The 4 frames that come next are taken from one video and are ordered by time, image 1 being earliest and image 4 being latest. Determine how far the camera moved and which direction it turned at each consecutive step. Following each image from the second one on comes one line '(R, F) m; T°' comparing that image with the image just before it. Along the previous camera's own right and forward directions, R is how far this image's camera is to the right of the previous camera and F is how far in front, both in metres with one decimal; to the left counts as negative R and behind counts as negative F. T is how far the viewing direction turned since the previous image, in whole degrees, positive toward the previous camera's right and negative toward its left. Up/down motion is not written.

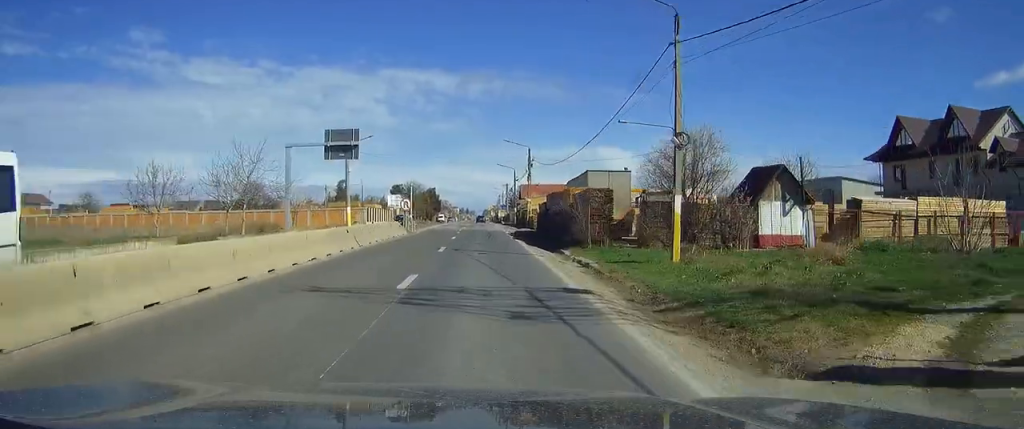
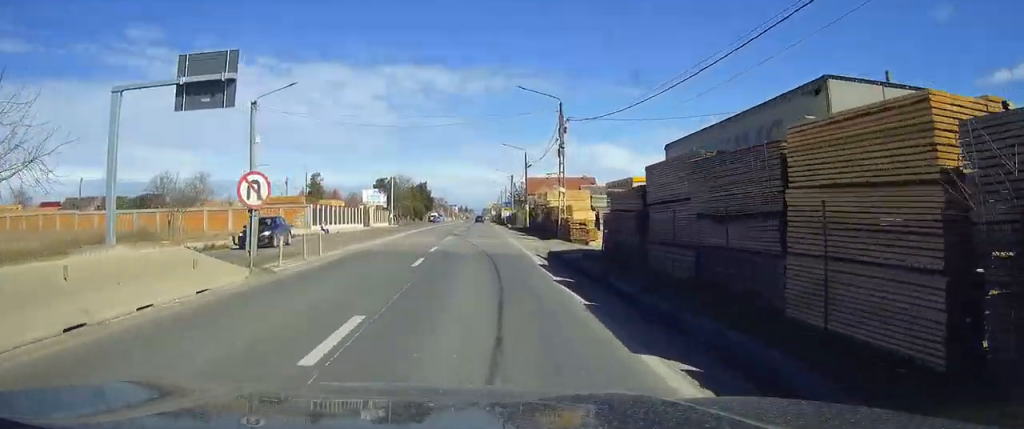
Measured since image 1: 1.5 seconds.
(+0.1, +30.3) m; 0°
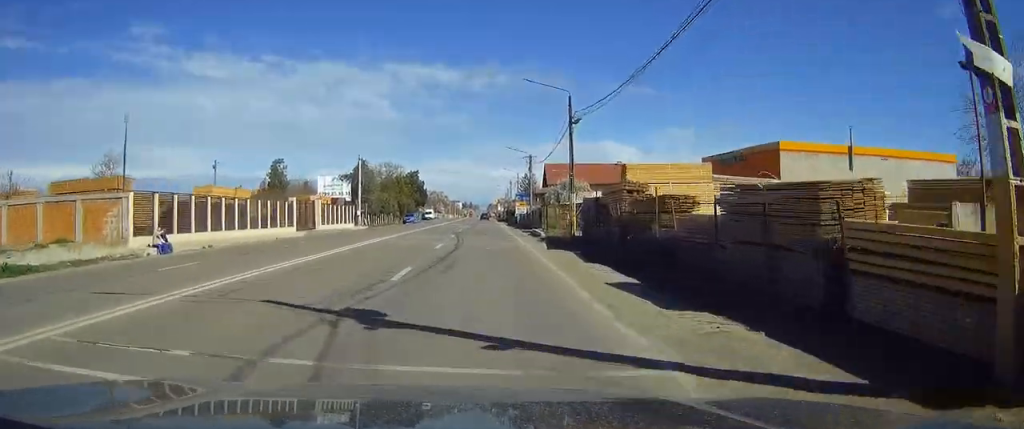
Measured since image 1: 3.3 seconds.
(+0.1, +35.6) m; 0°
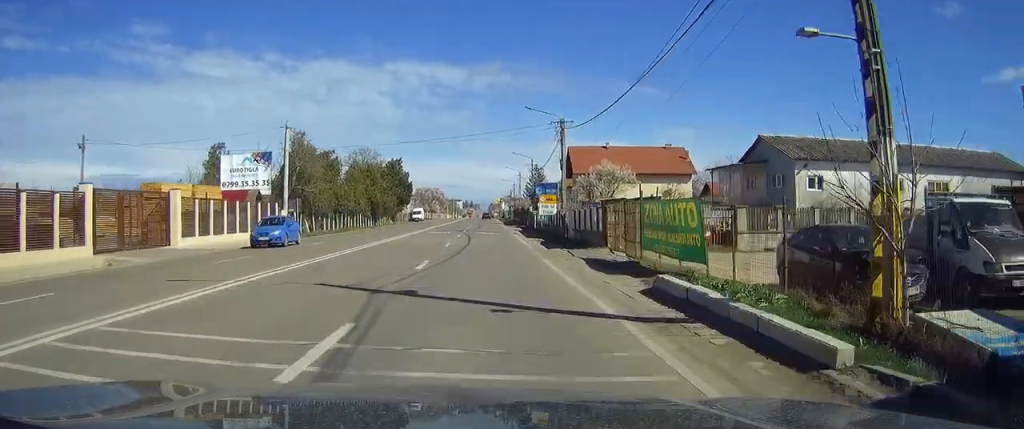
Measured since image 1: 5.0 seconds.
(-0.3, +32.1) m; -1°
